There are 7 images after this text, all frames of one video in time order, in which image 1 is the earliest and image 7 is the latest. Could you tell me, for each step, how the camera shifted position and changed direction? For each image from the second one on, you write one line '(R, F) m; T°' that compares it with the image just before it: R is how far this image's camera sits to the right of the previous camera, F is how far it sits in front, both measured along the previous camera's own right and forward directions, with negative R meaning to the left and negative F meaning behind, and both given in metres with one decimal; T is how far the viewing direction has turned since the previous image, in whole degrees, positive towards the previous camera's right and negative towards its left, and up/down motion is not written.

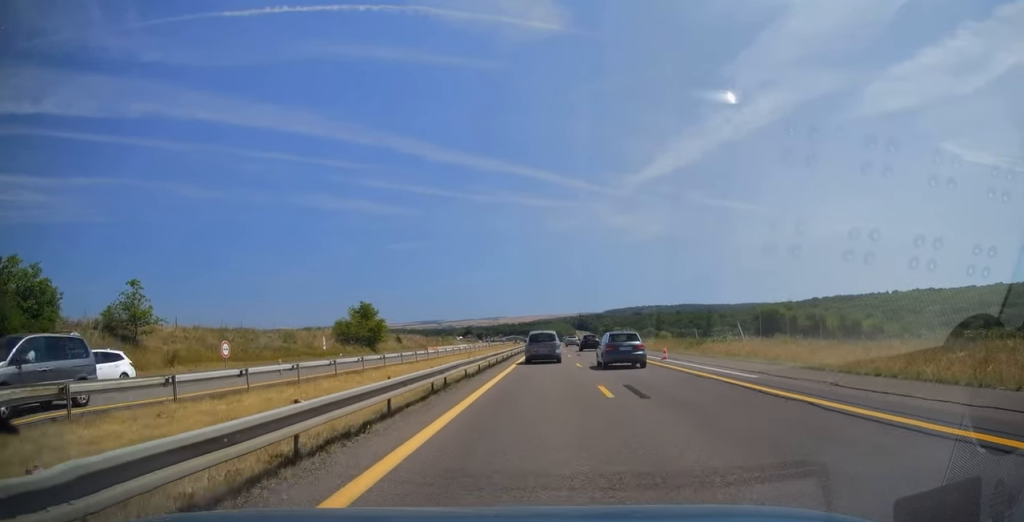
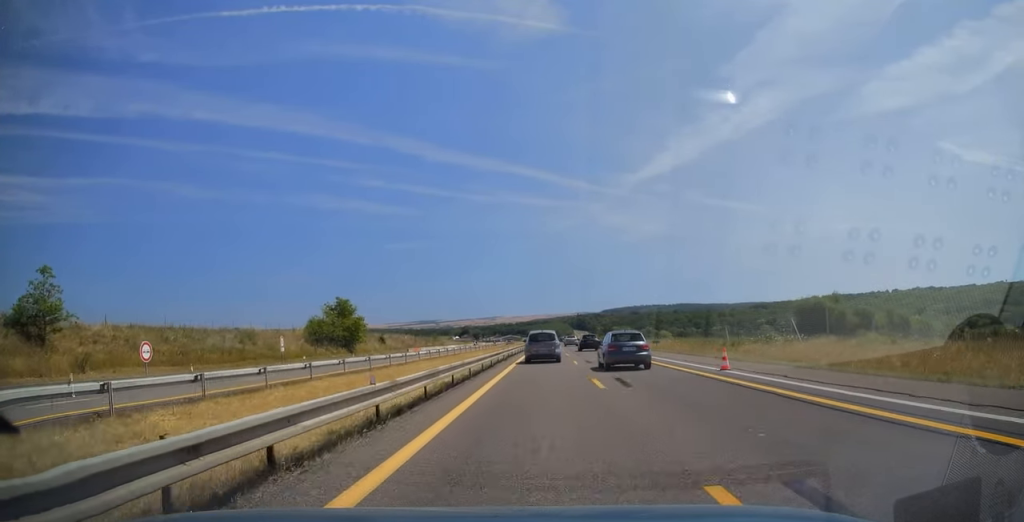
(-0.2, +10.6) m; 0°
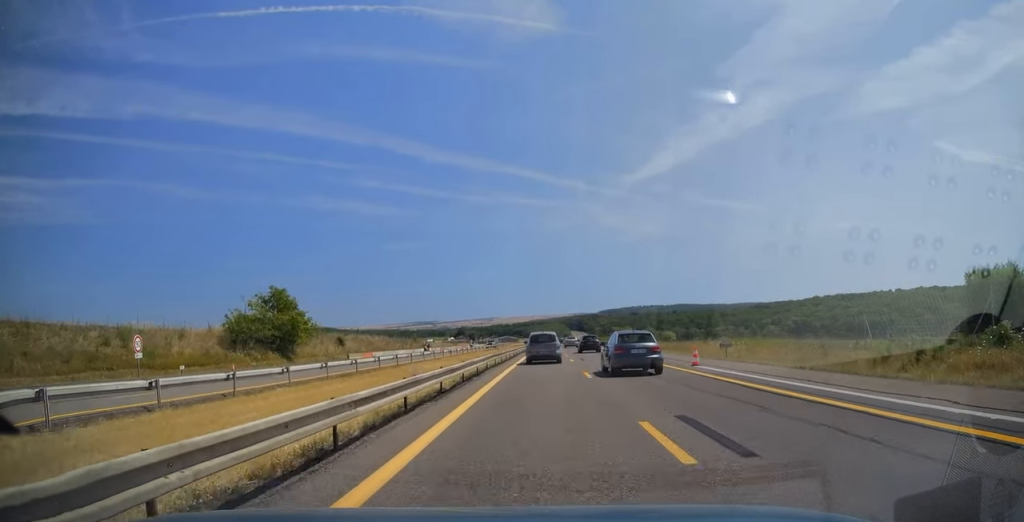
(+0.1, +22.0) m; +1°
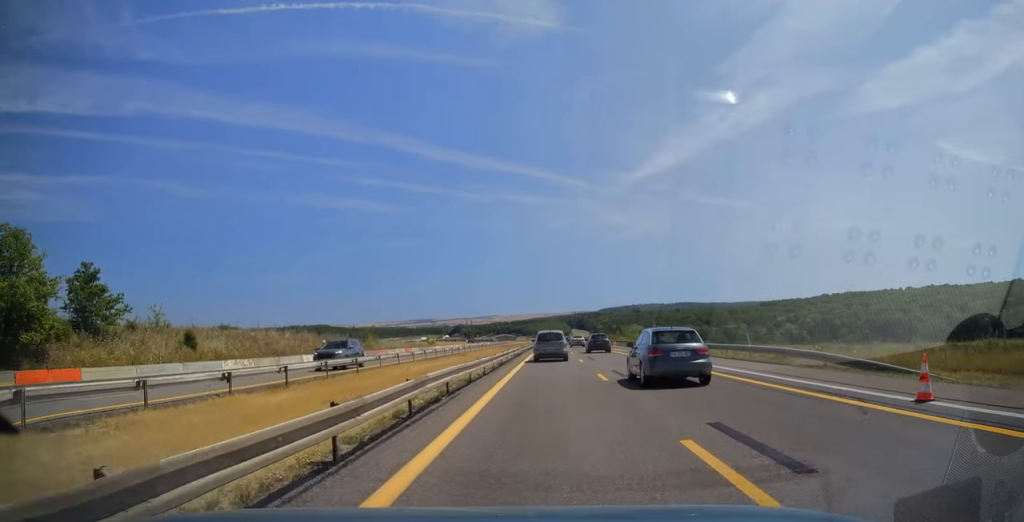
(+0.3, +40.6) m; 0°
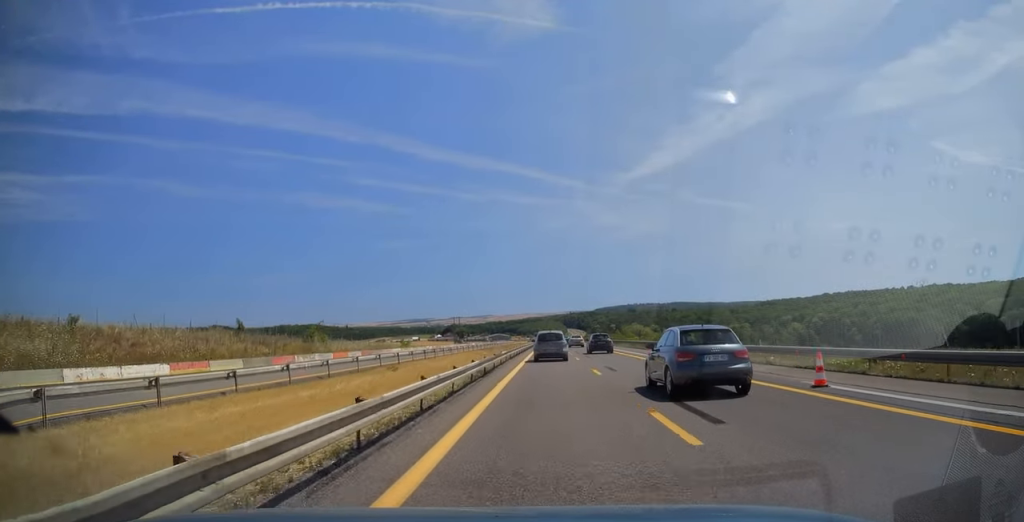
(0.0, +23.3) m; 0°
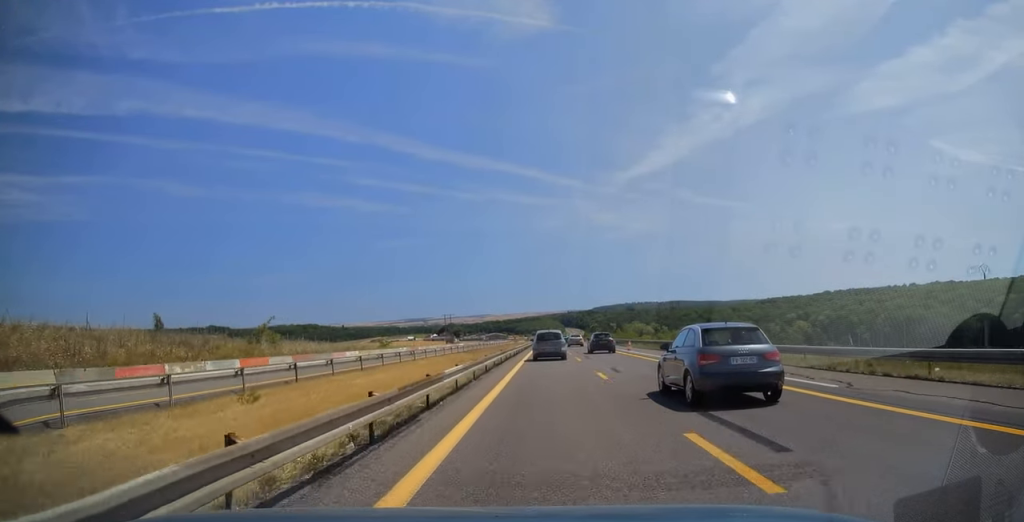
(0.0, +15.2) m; 0°
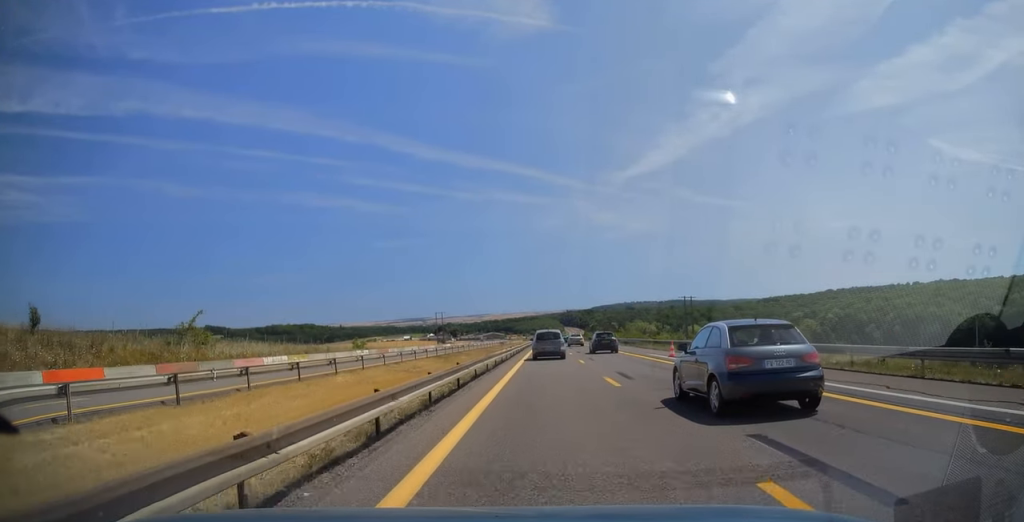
(0.0, +15.6) m; 0°
